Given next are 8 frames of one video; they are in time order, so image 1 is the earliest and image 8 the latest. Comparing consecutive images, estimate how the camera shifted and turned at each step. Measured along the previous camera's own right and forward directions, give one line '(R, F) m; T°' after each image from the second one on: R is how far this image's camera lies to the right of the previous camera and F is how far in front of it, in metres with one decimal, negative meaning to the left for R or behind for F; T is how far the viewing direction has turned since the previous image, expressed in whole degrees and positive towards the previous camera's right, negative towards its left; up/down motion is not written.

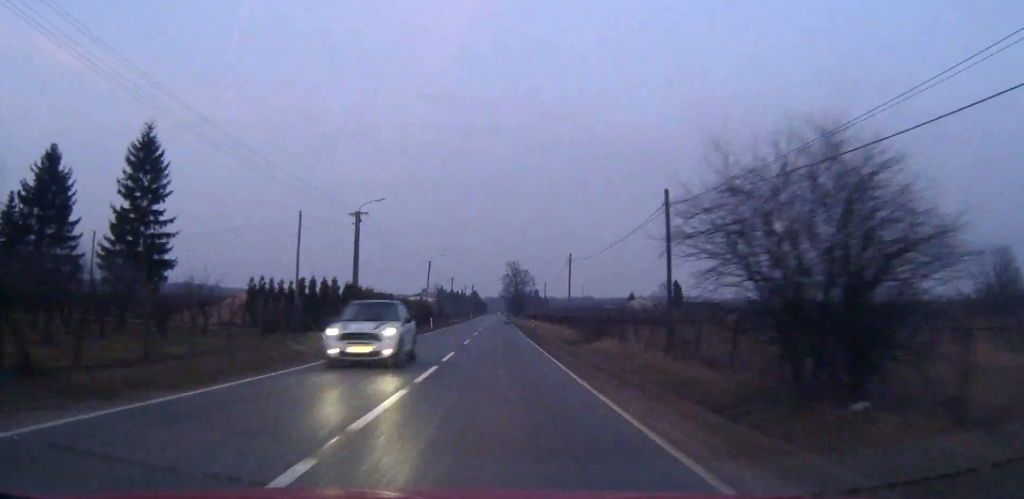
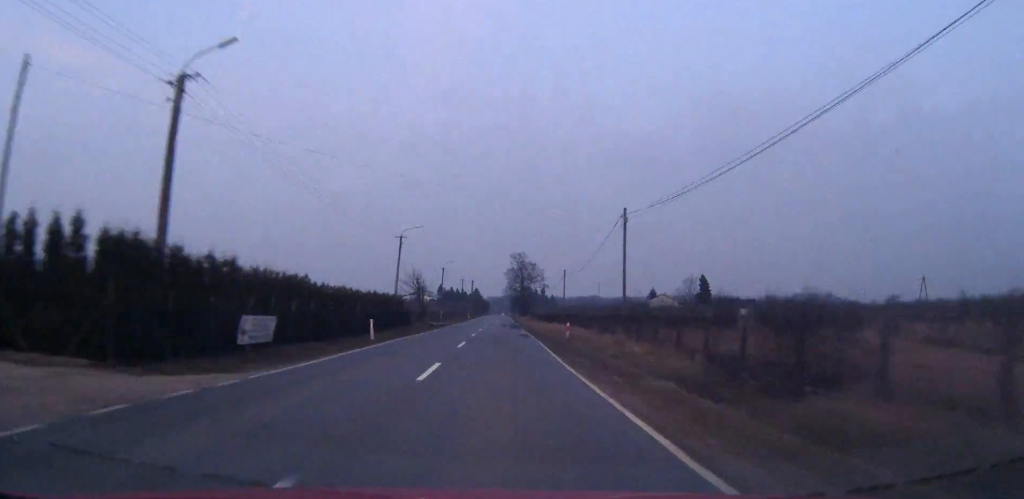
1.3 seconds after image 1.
(0.0, +31.2) m; 0°
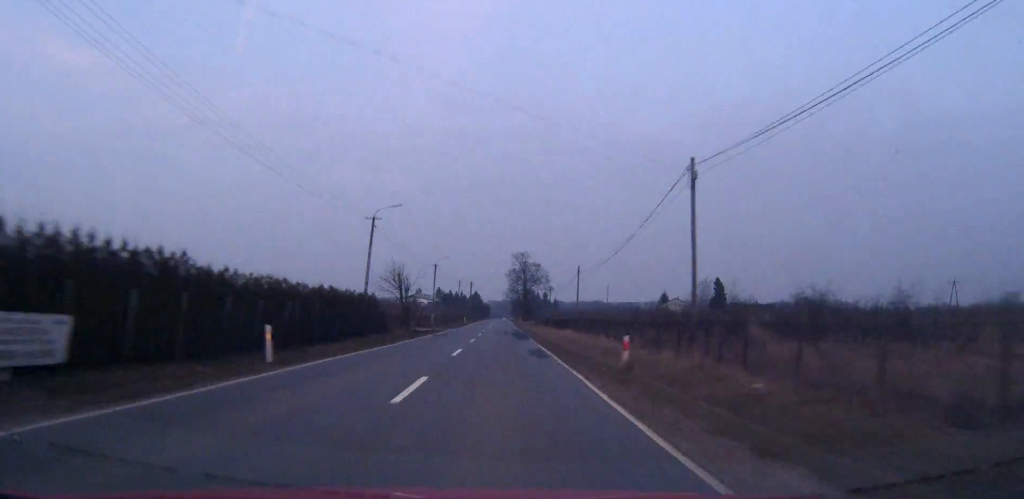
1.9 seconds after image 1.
(0.0, +15.3) m; 0°
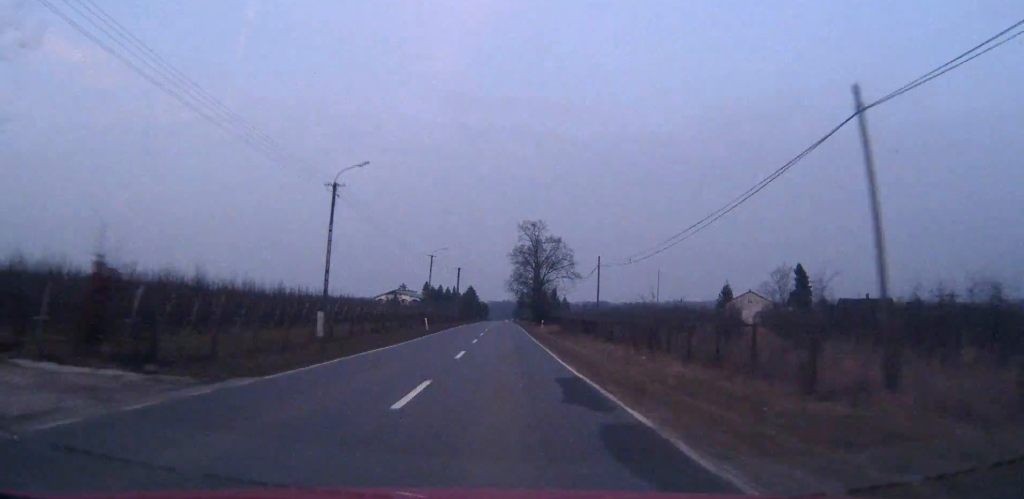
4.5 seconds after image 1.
(-0.1, +61.4) m; 0°
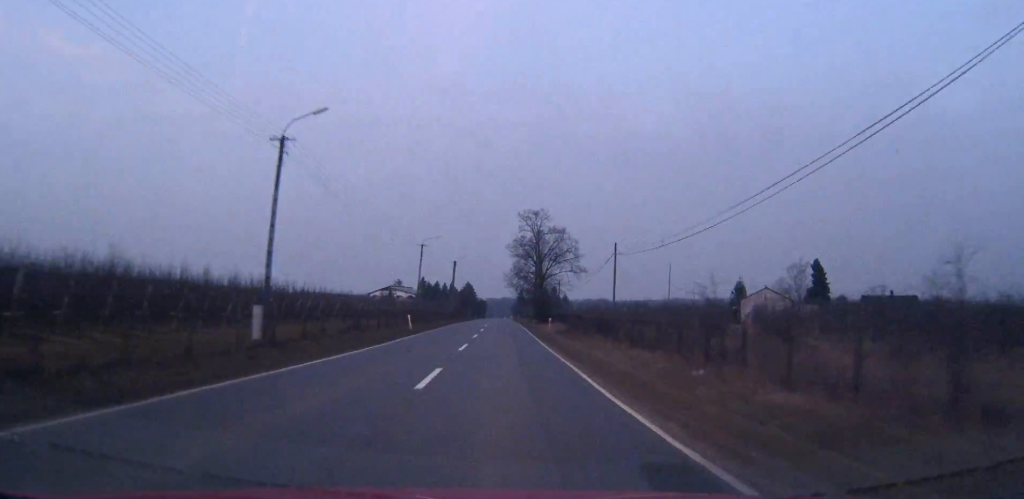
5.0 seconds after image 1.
(0.0, +9.8) m; 0°
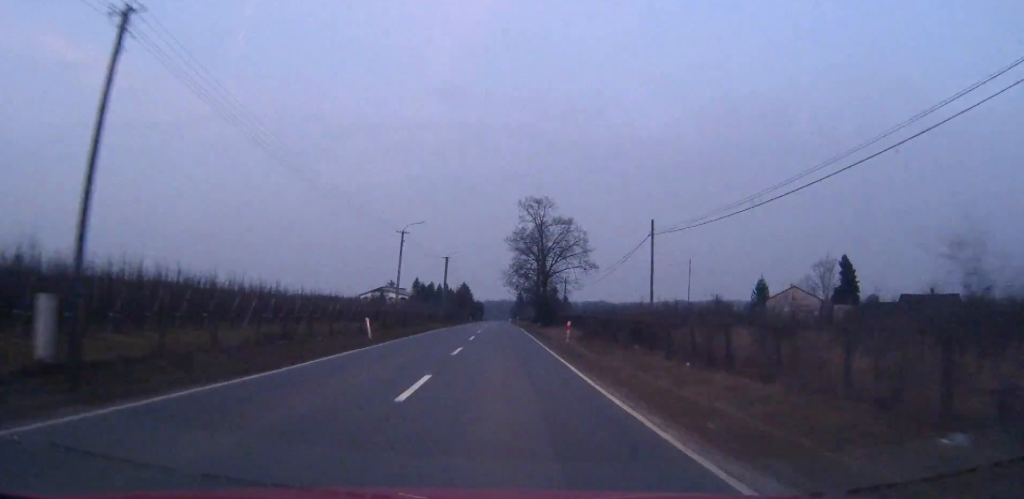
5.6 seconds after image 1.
(0.0, +14.2) m; 0°
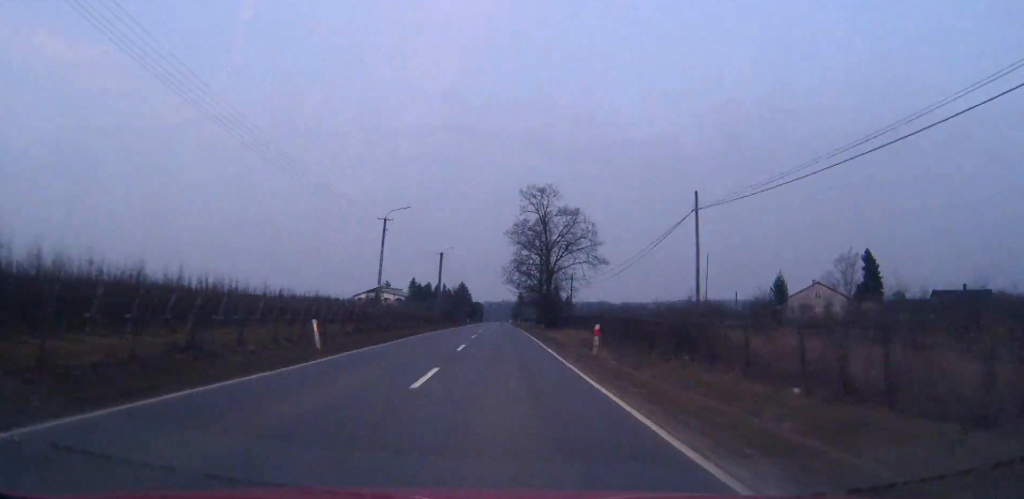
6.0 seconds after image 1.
(0.0, +9.5) m; 0°
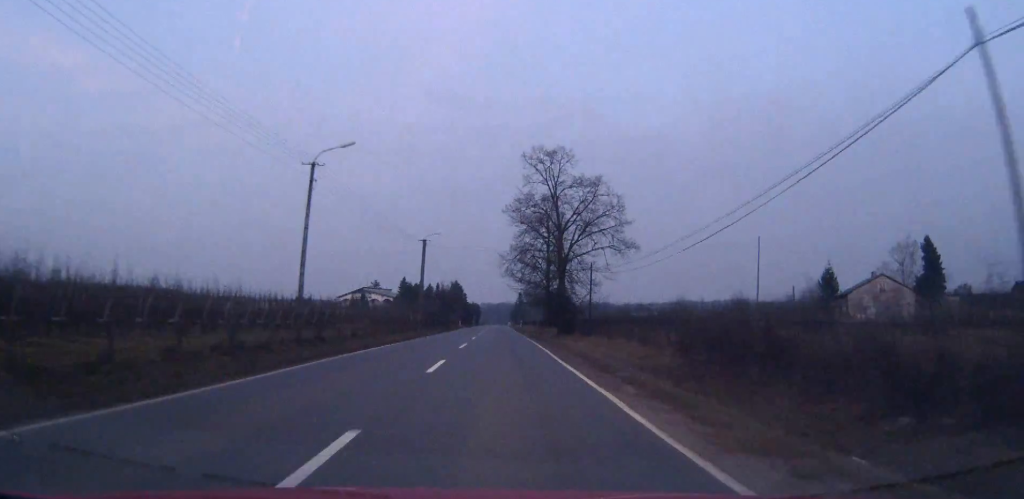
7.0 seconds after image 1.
(+0.1, +20.9) m; 0°
